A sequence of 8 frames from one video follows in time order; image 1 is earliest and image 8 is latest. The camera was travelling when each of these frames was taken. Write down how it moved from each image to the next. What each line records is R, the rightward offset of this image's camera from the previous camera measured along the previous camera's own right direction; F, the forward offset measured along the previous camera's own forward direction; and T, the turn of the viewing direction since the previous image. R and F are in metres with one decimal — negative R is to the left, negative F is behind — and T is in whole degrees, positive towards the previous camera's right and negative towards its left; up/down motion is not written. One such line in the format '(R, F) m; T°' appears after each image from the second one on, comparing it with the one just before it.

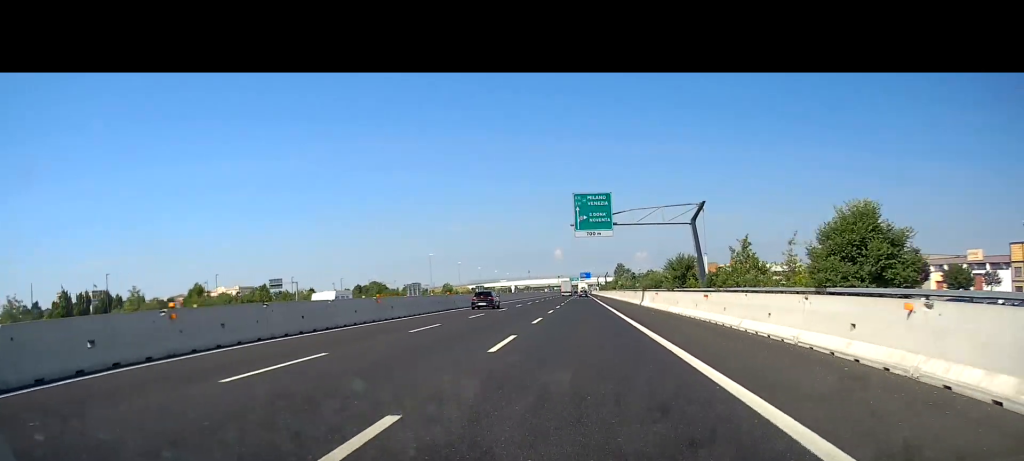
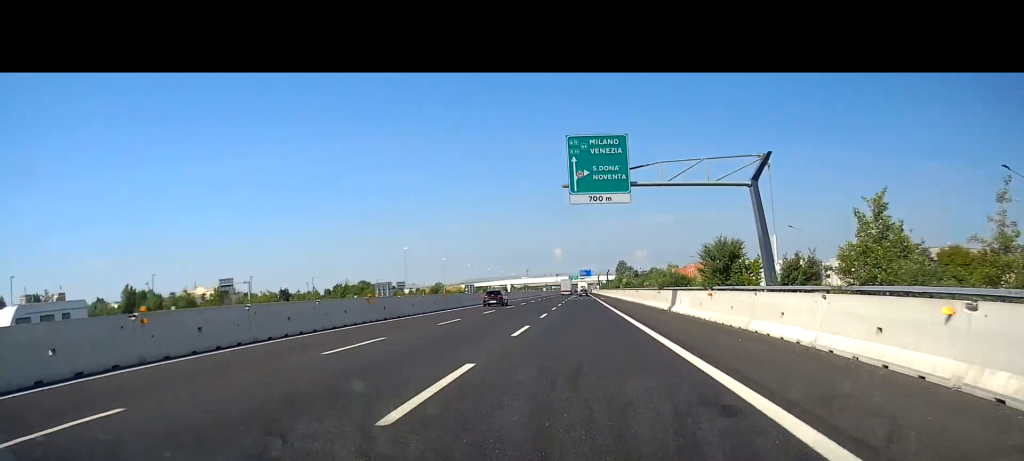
(+0.1, +19.3) m; 0°
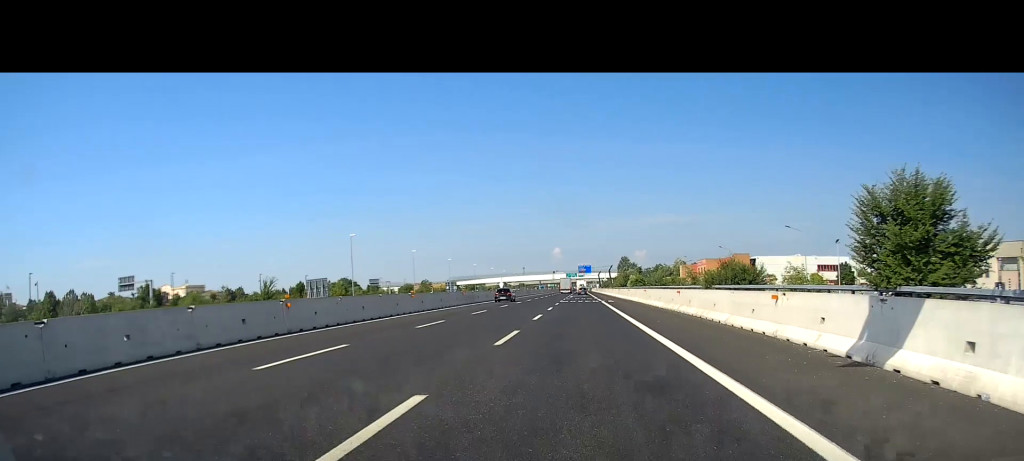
(0.0, +27.2) m; -1°
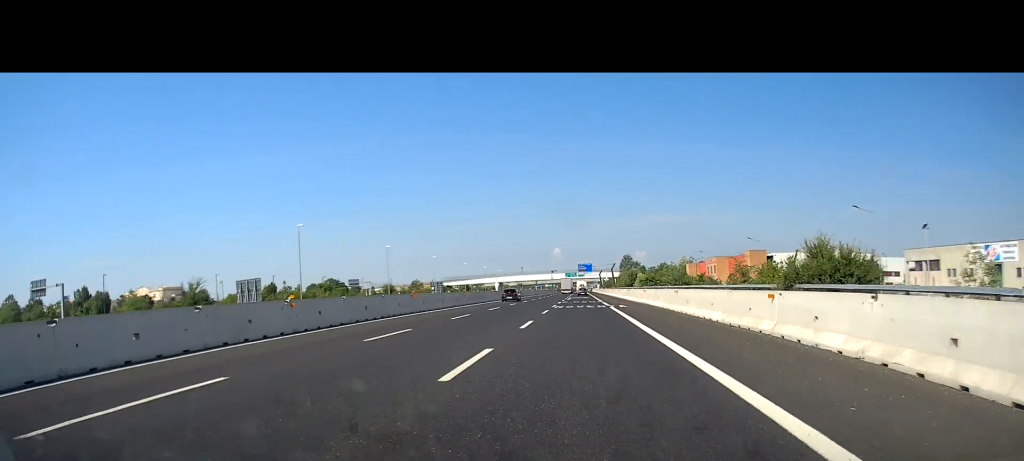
(-0.1, +17.6) m; 0°
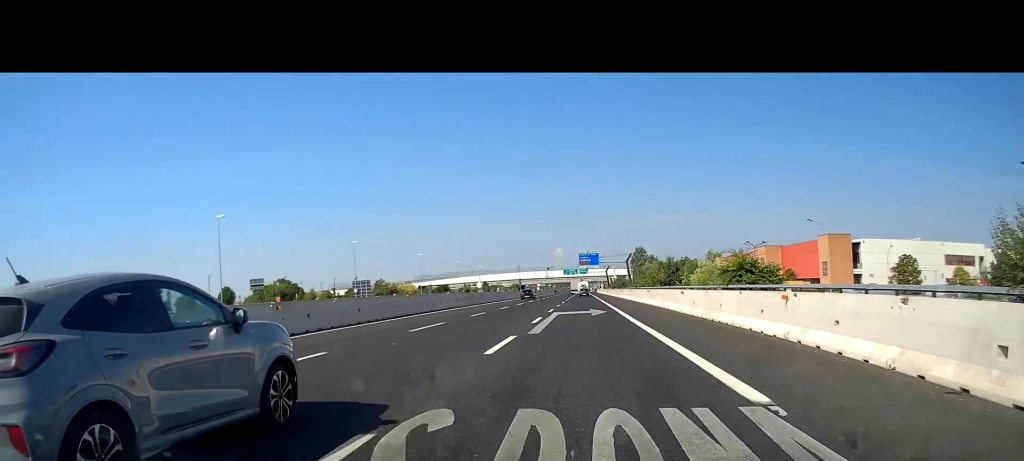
(-0.1, +55.3) m; 0°
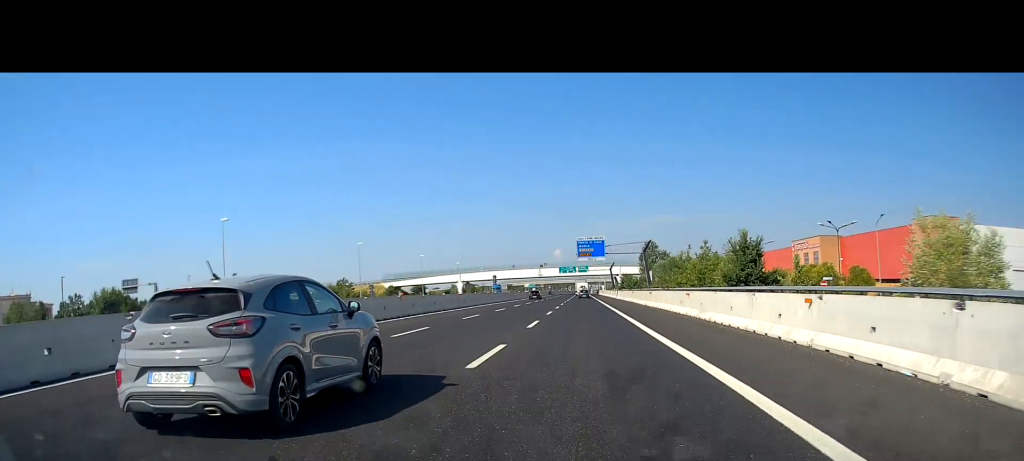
(+0.1, +37.7) m; 0°
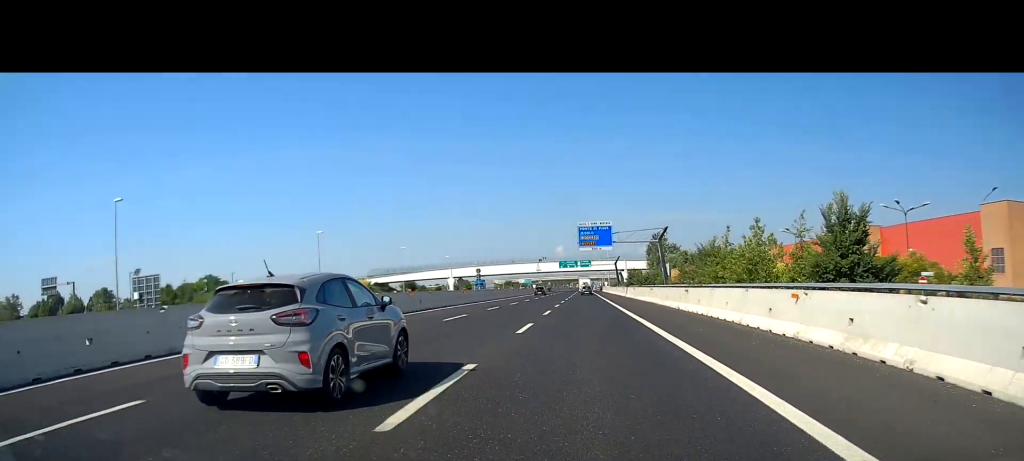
(-0.2, +16.6) m; -1°
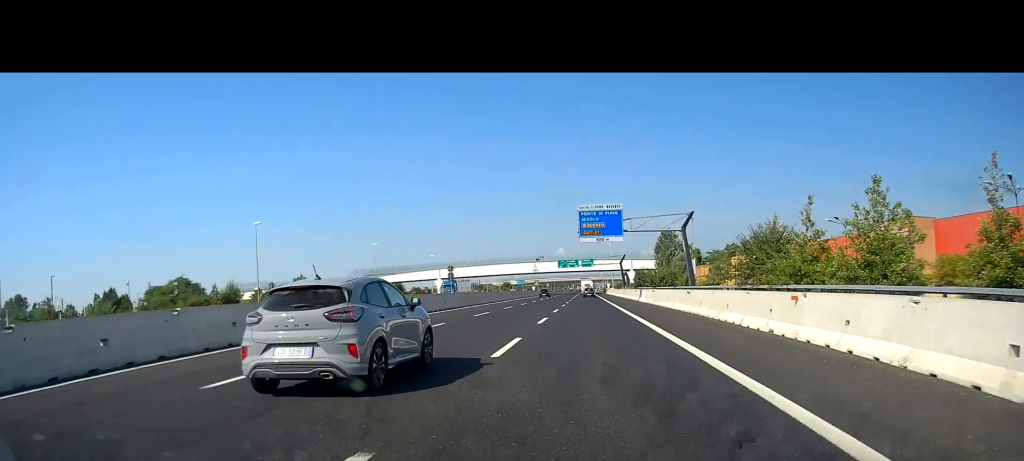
(-0.2, +17.5) m; -1°
